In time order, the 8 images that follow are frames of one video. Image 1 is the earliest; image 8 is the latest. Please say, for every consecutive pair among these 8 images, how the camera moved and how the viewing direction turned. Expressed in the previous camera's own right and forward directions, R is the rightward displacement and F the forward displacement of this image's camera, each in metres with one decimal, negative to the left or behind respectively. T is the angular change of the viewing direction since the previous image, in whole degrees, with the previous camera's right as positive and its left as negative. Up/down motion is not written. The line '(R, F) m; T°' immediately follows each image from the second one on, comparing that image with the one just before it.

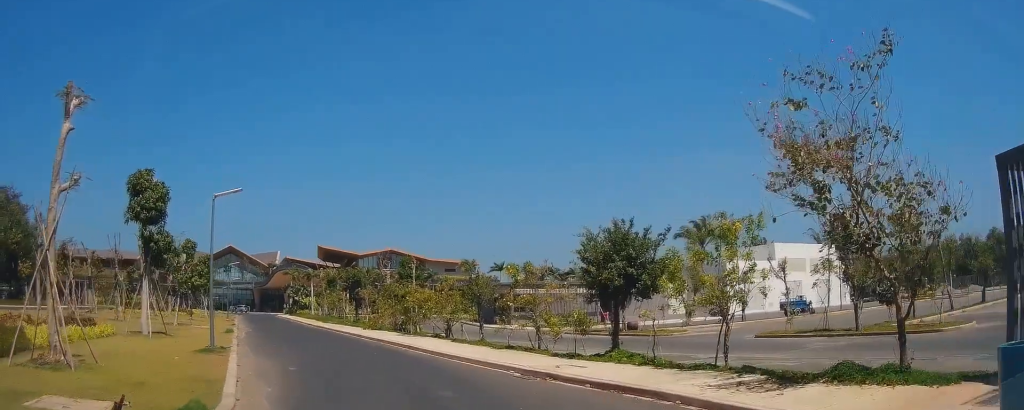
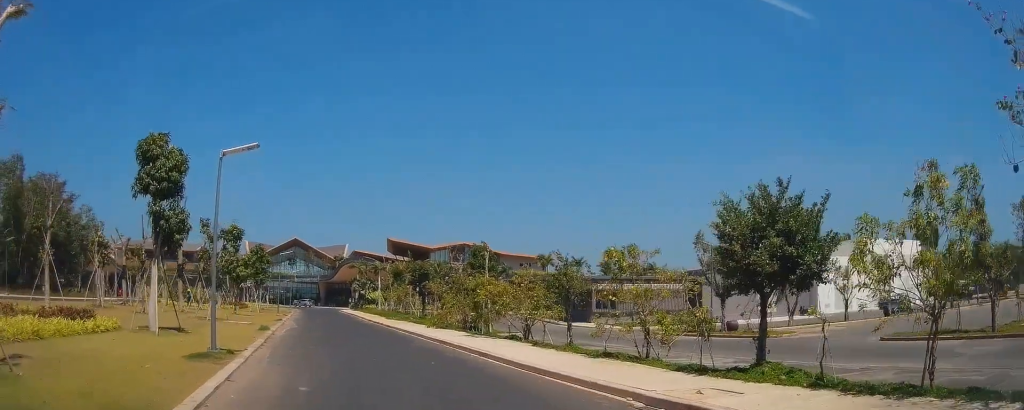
(+0.3, +4.8) m; -2°
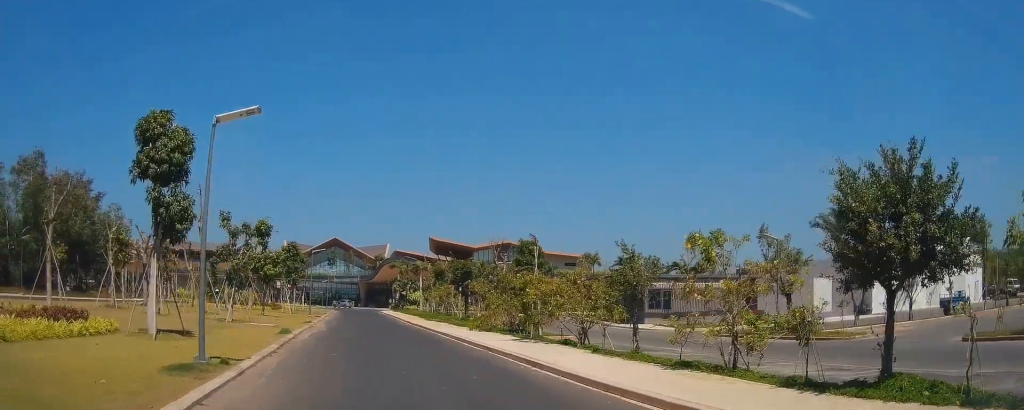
(-0.1, +2.8) m; -5°
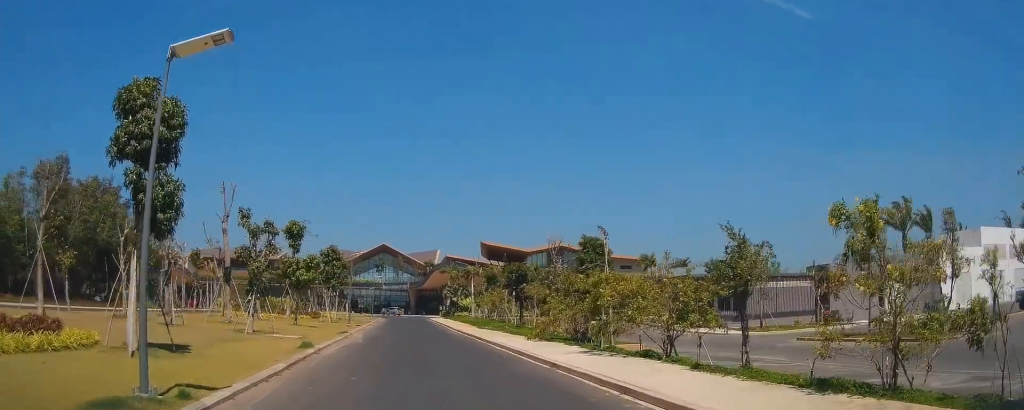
(-0.4, +3.8) m; -9°
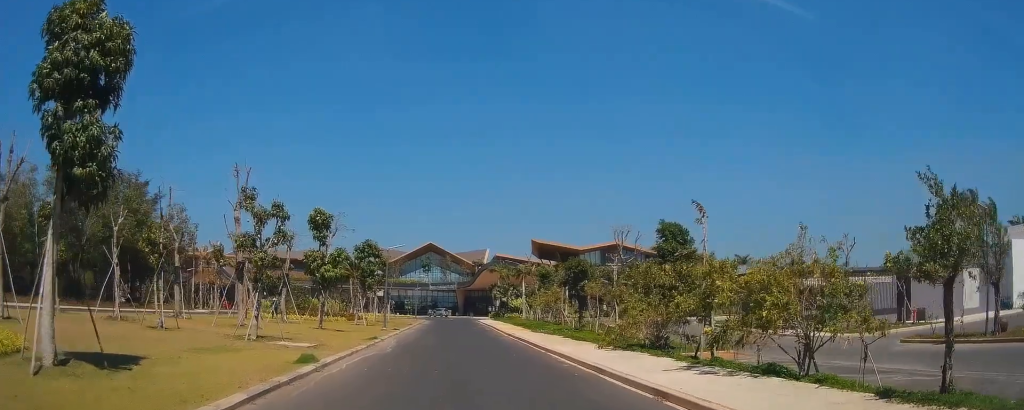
(-0.3, +5.0) m; -8°
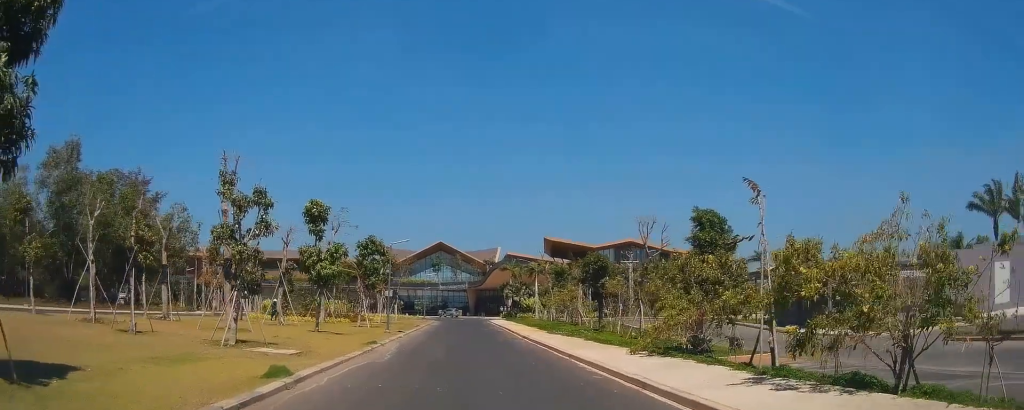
(-0.4, +2.9) m; 0°
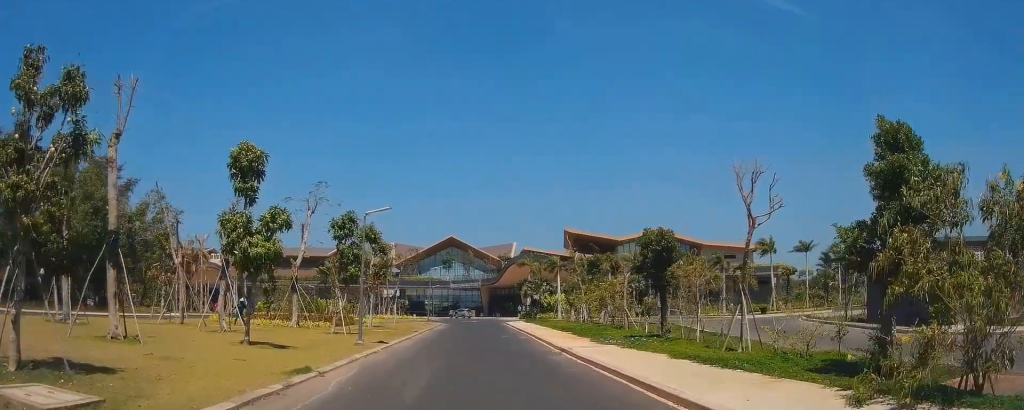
(+0.6, +10.7) m; -1°
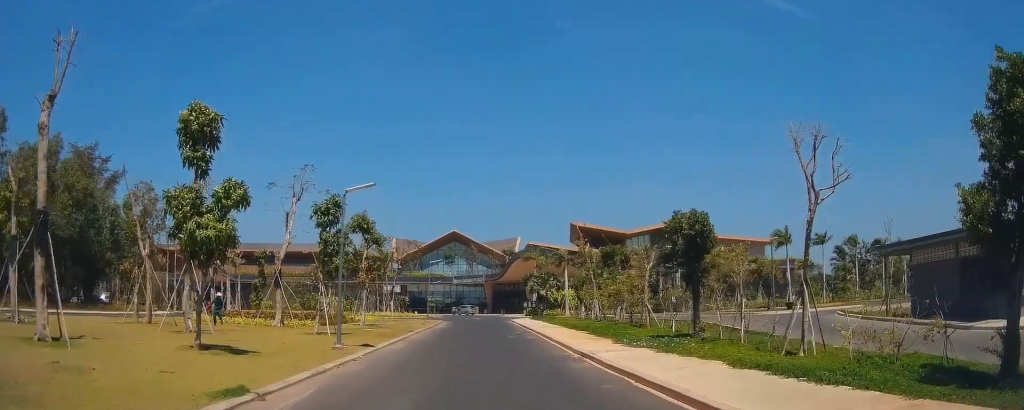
(-0.2, +4.5) m; 0°
